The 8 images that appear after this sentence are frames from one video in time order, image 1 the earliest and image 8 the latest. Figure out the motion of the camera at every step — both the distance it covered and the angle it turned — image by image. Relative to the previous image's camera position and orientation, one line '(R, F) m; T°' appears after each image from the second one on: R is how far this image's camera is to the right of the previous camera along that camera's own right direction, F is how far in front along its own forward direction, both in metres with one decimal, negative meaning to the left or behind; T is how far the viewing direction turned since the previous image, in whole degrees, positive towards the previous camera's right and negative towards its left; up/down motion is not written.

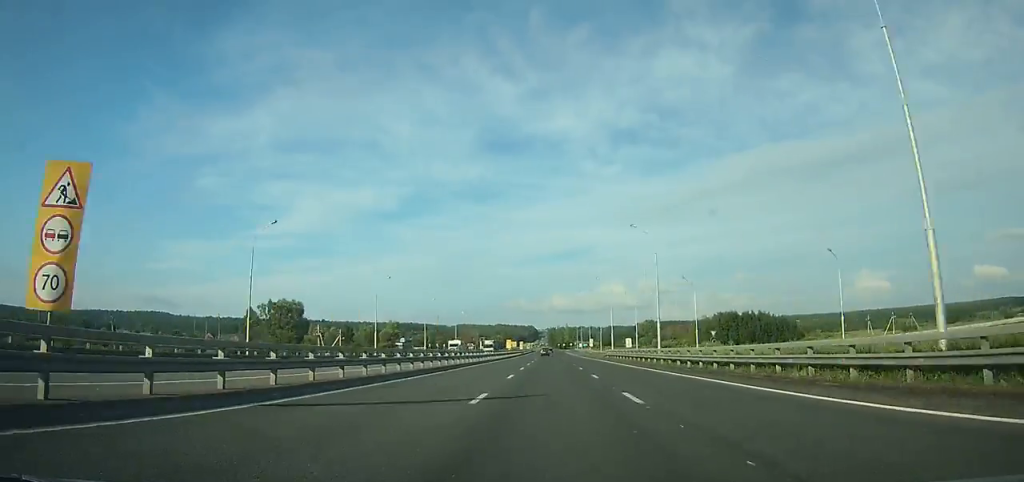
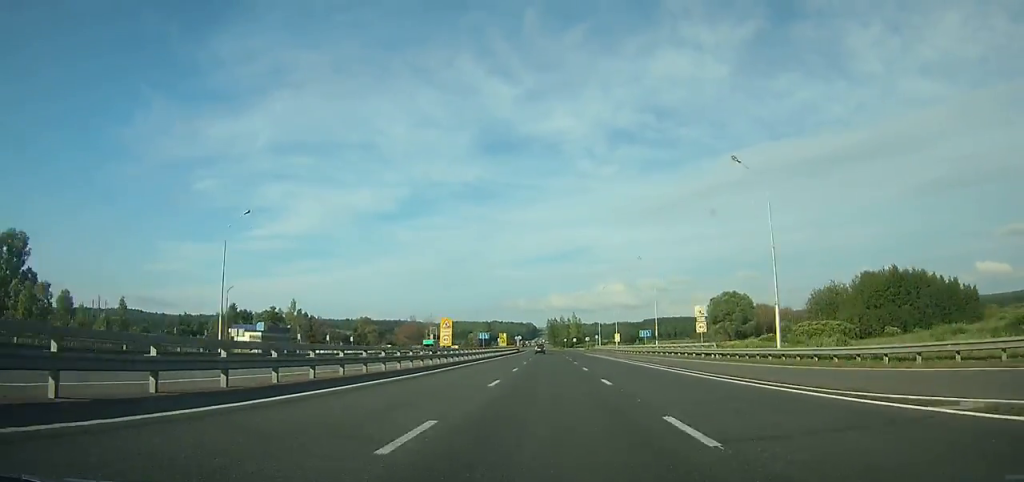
(-0.2, +122.0) m; -1°
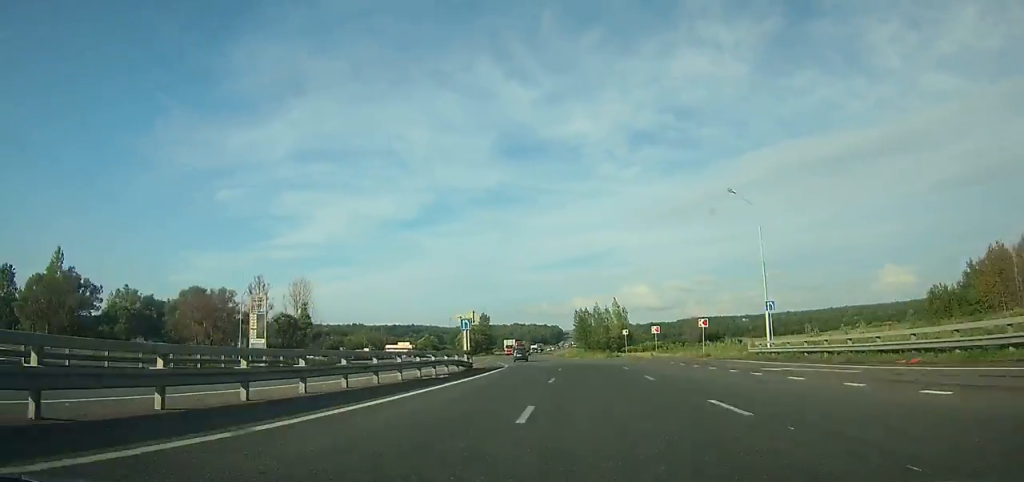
(-2.1, +108.2) m; -3°
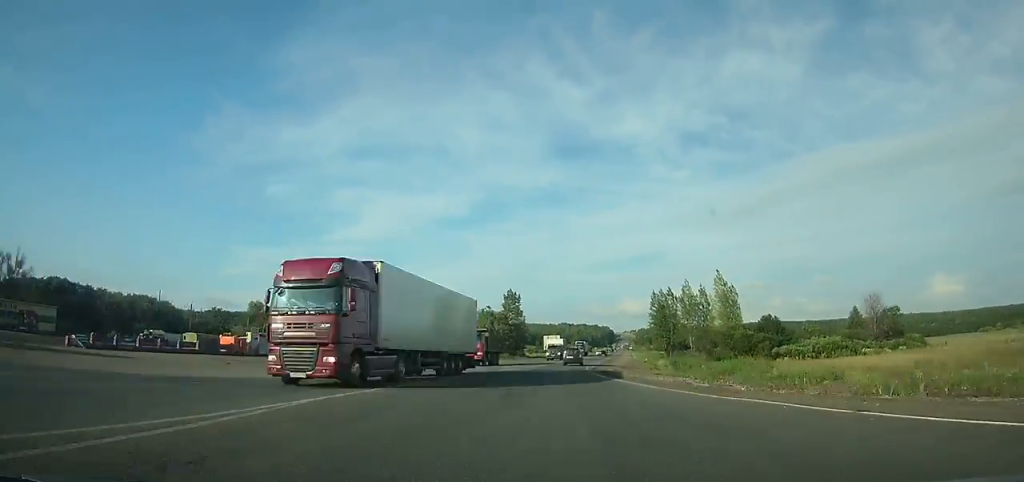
(-1.6, +78.2) m; 0°
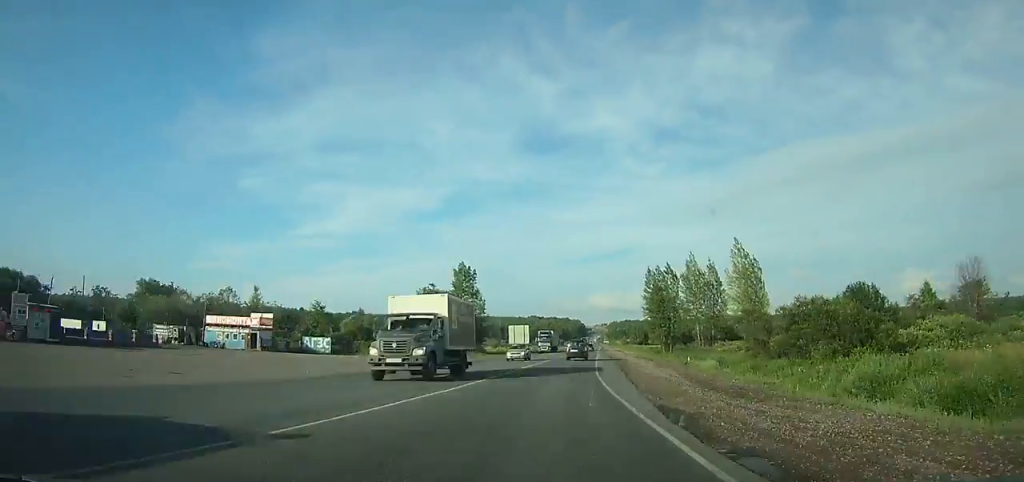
(-0.4, +32.6) m; +1°
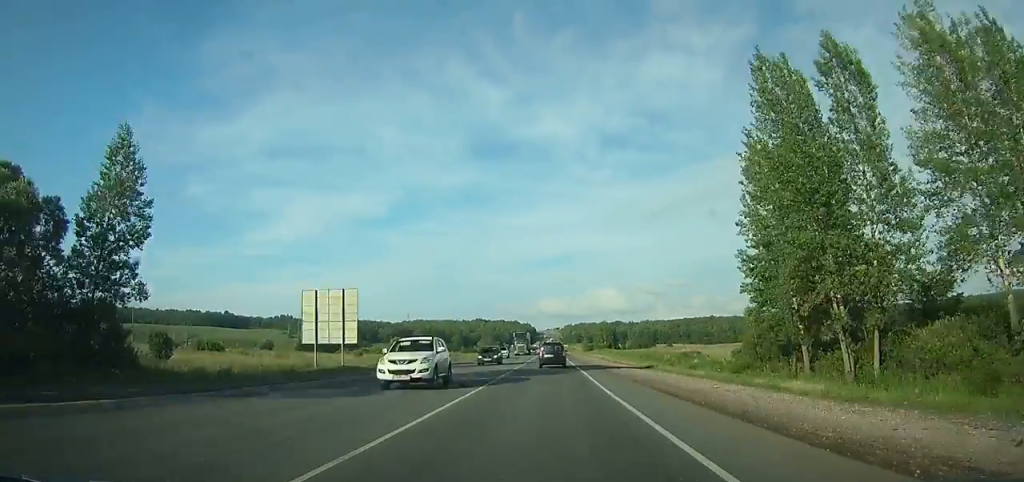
(+3.5, +96.5) m; +3°
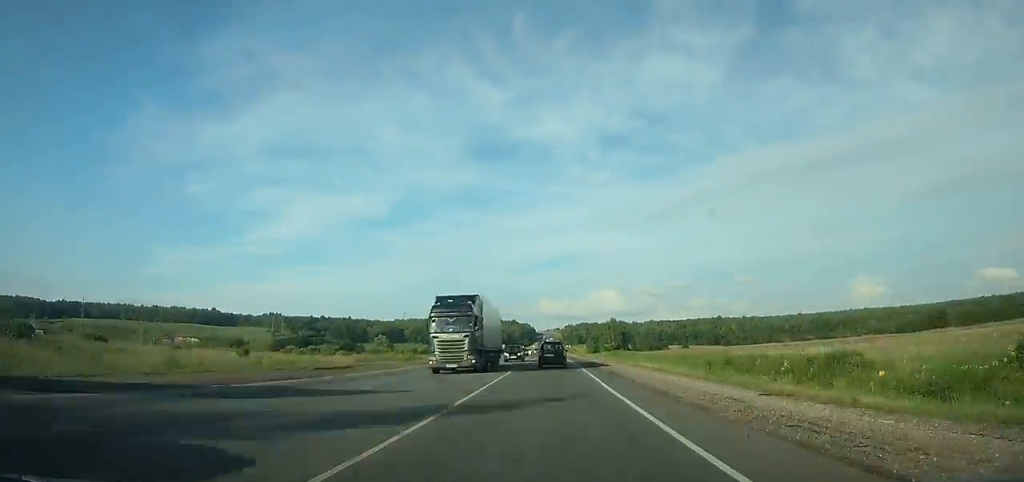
(+0.4, +40.0) m; 0°
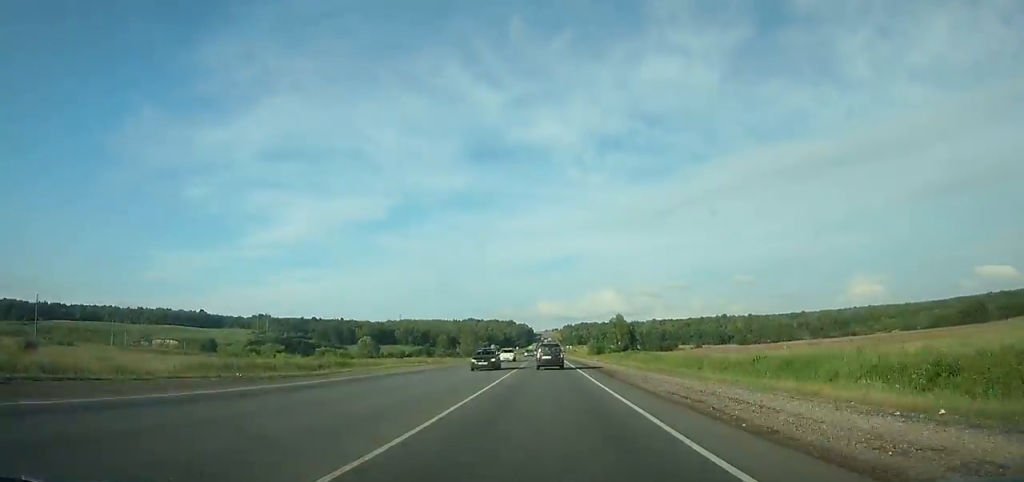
(+0.1, +31.8) m; 0°
